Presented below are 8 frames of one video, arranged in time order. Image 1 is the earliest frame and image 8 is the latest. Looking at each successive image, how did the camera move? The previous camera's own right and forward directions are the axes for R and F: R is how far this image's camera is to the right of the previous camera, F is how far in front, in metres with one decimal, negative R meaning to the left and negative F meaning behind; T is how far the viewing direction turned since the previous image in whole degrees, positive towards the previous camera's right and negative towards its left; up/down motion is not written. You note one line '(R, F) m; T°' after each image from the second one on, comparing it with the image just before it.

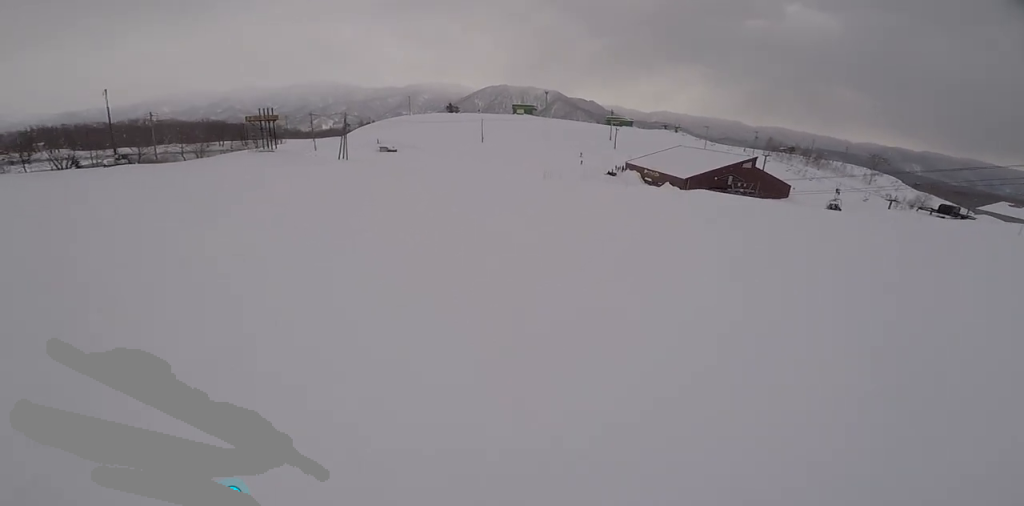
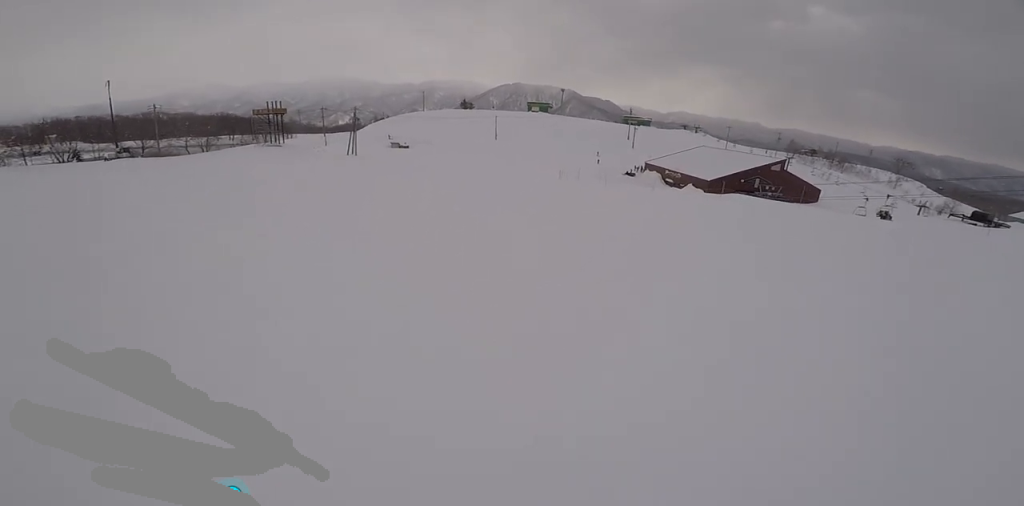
(0.0, +3.9) m; 0°
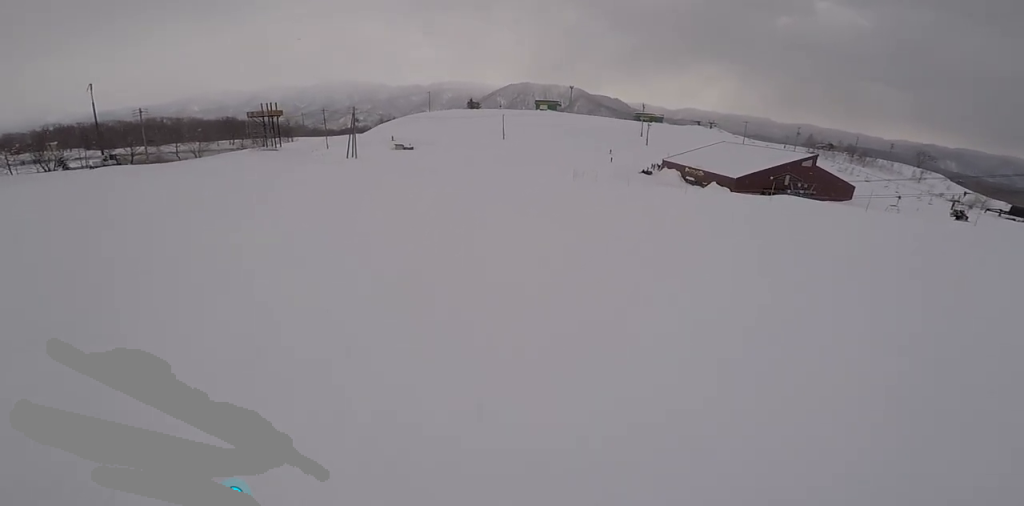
(0.0, +5.7) m; -1°
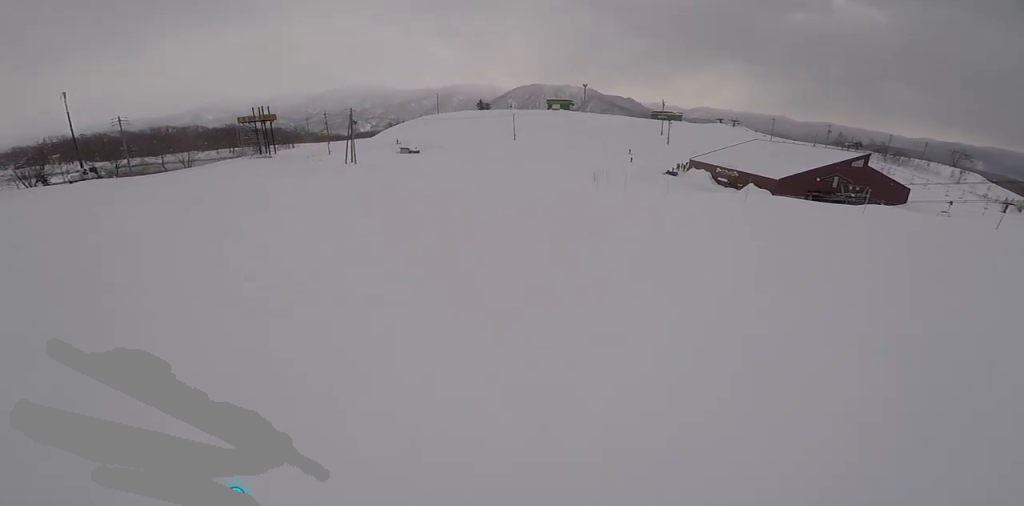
(+0.1, +7.2) m; -9°
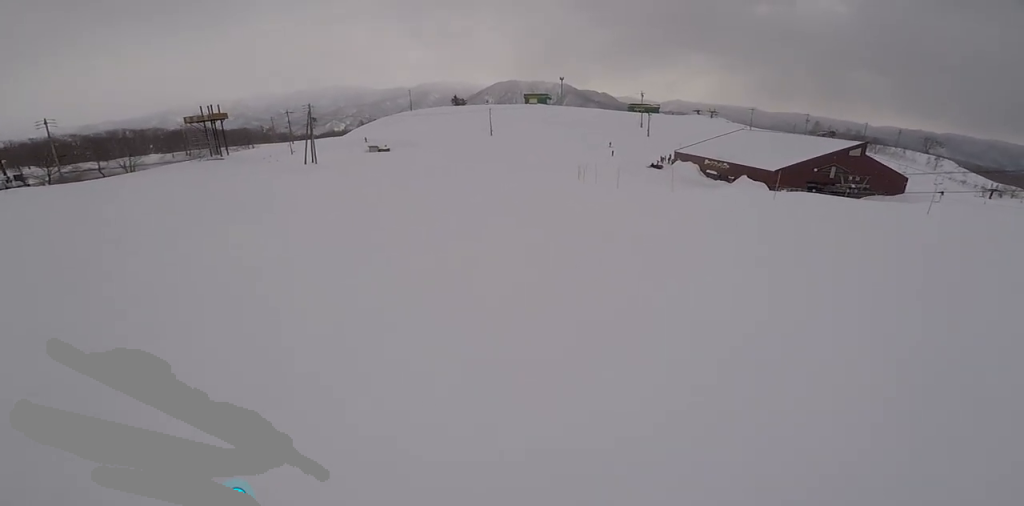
(-1.0, +5.9) m; -2°
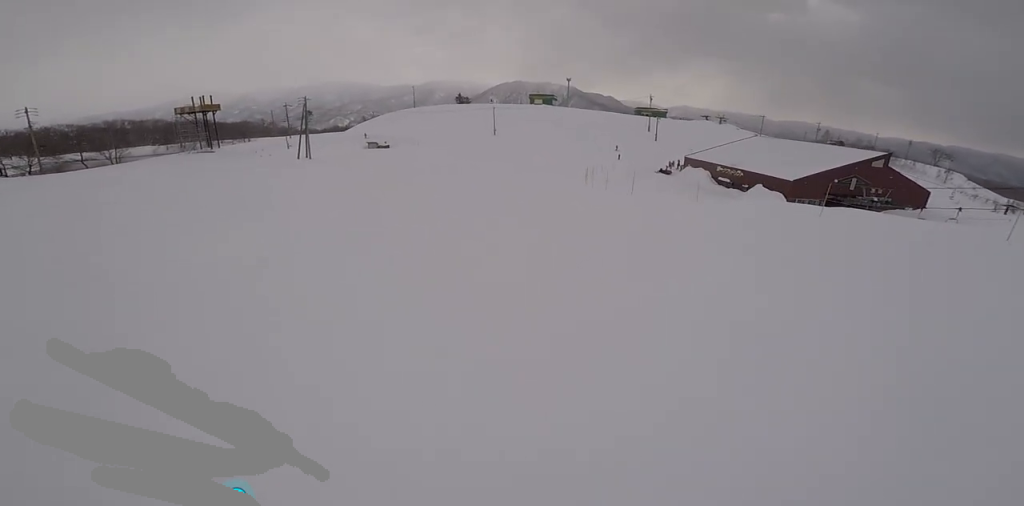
(-0.3, +3.3) m; 0°
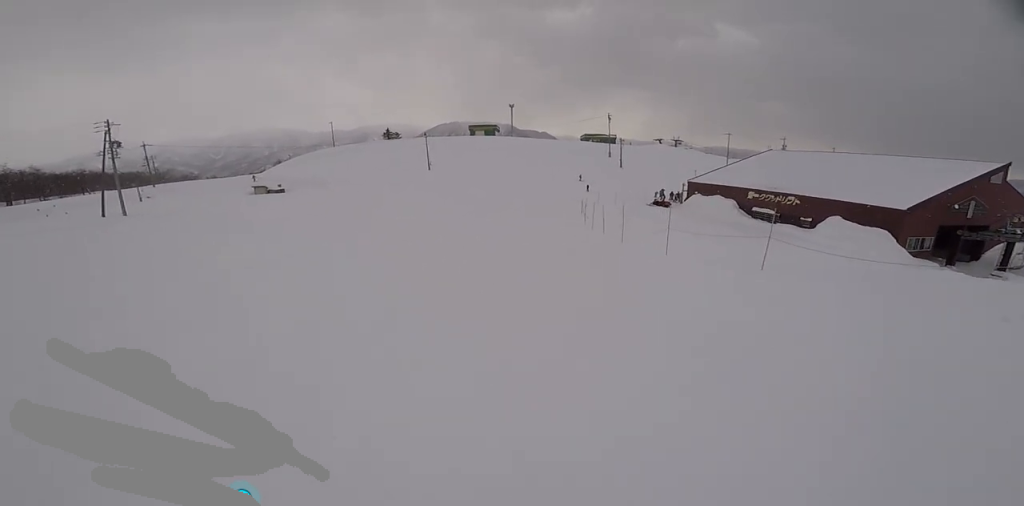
(+4.5, +24.7) m; +13°
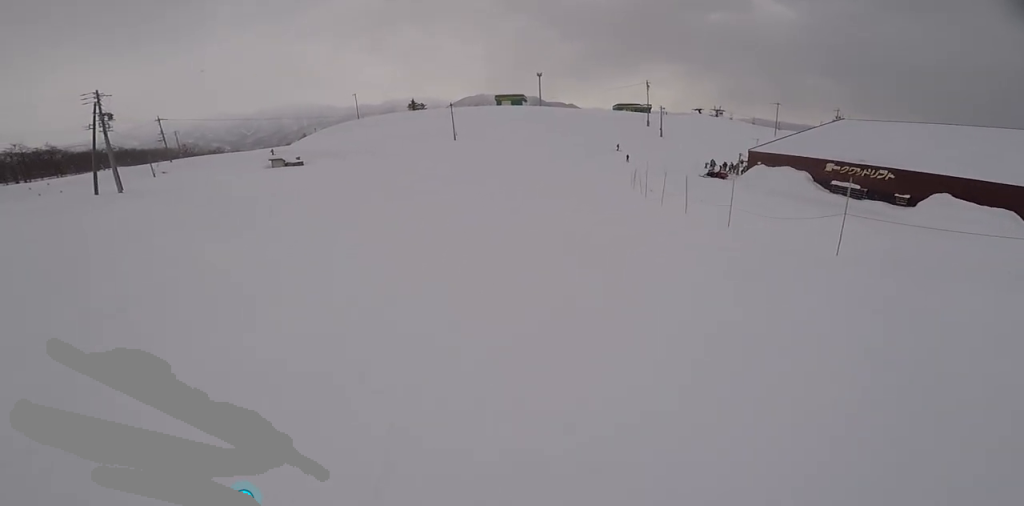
(+0.1, +5.6) m; +6°
